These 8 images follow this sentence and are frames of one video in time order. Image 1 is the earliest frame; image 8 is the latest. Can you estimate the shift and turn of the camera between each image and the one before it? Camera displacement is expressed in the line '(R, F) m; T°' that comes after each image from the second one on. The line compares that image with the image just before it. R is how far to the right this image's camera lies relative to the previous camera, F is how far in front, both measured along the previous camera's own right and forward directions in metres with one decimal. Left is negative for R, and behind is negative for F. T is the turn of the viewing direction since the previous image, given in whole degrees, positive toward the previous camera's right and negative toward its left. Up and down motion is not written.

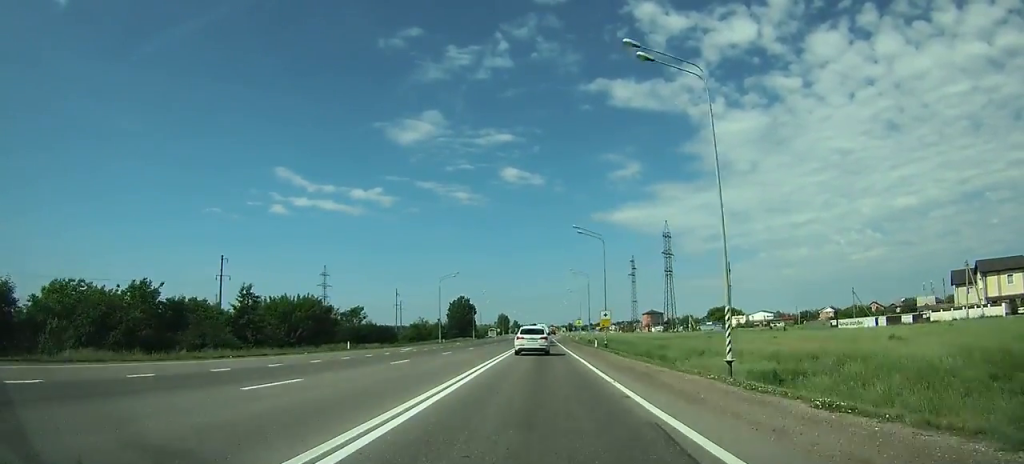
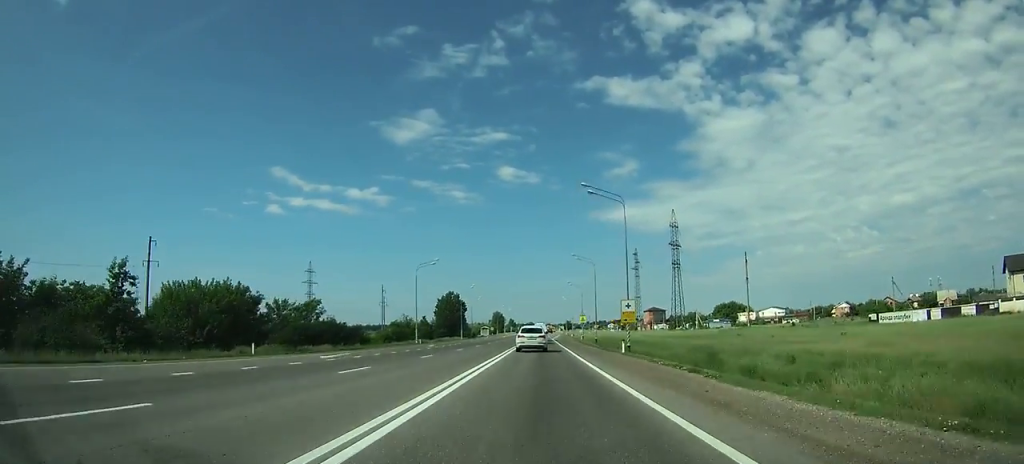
(0.0, +18.1) m; 0°
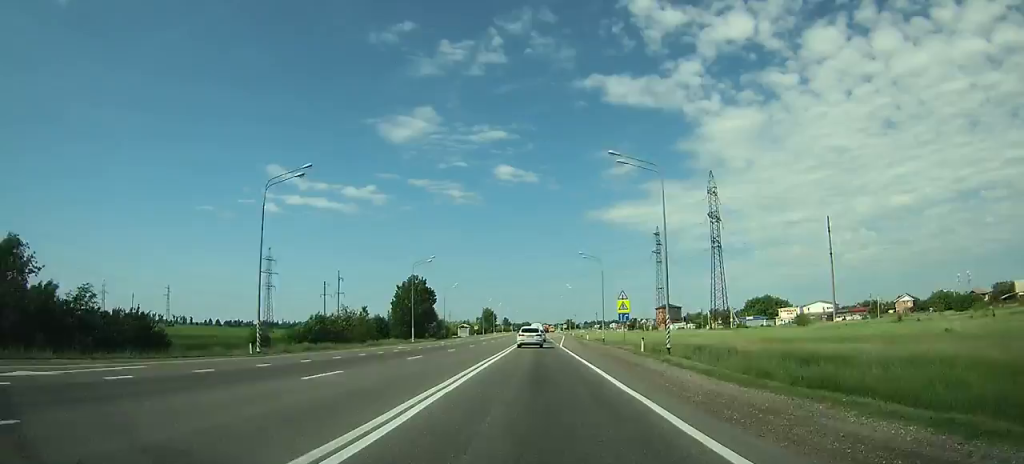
(+0.1, +51.1) m; 0°
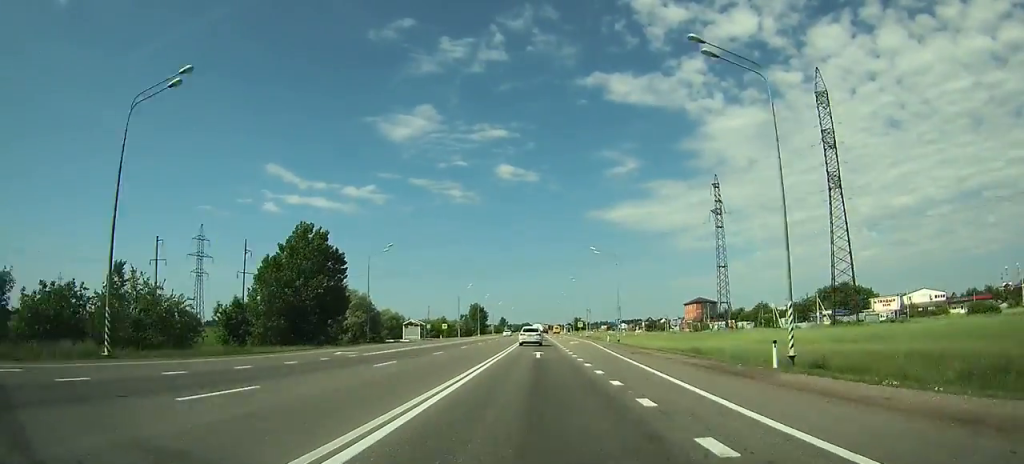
(+0.1, +67.1) m; 0°
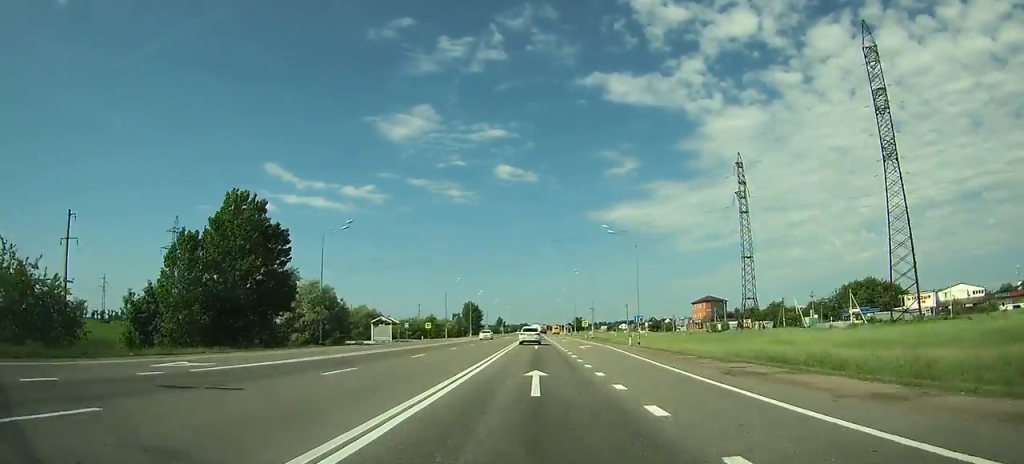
(0.0, +16.4) m; 0°
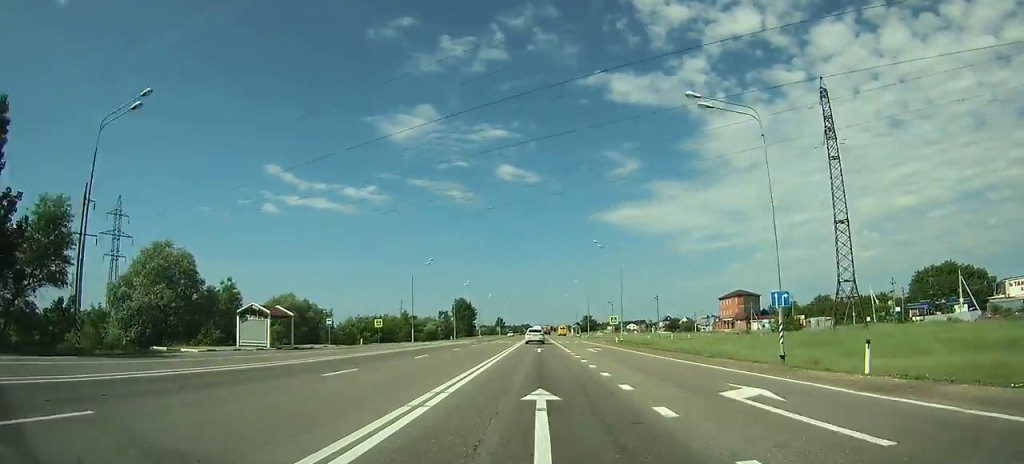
(-0.1, +35.6) m; 0°
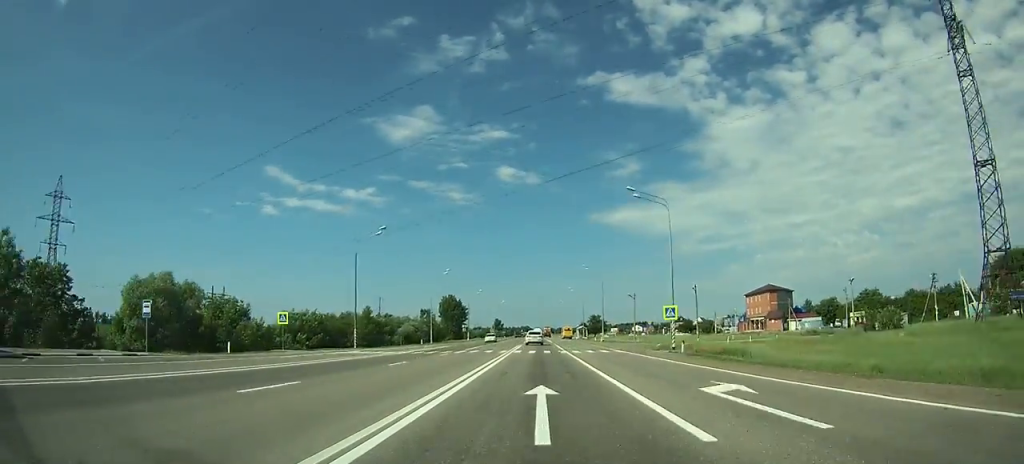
(0.0, +28.2) m; 0°
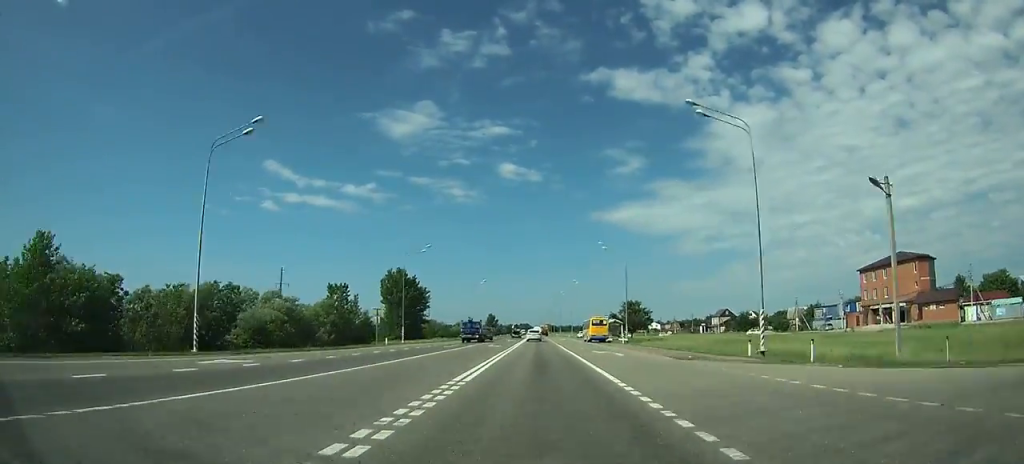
(0.0, +72.4) m; 0°
